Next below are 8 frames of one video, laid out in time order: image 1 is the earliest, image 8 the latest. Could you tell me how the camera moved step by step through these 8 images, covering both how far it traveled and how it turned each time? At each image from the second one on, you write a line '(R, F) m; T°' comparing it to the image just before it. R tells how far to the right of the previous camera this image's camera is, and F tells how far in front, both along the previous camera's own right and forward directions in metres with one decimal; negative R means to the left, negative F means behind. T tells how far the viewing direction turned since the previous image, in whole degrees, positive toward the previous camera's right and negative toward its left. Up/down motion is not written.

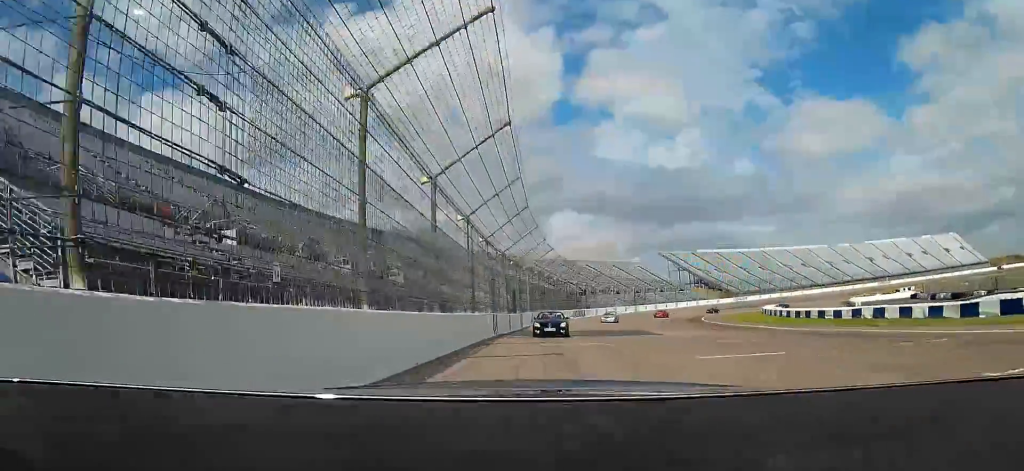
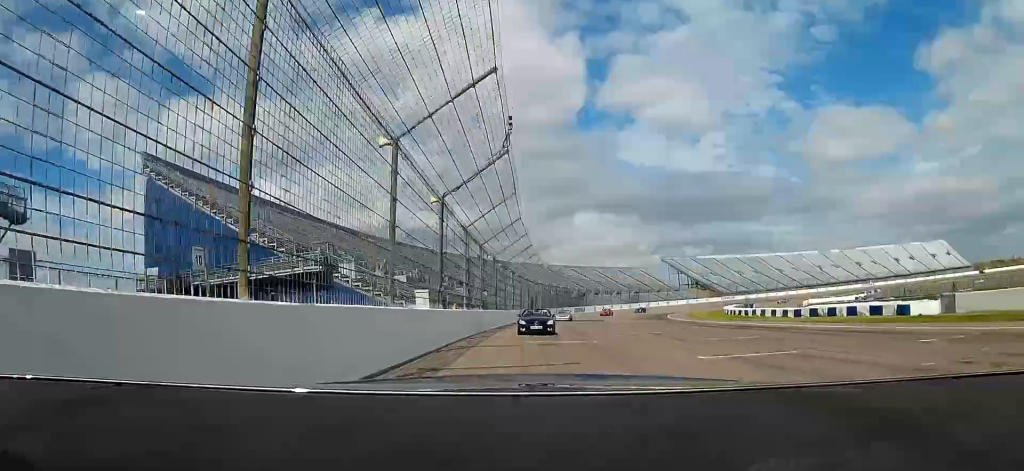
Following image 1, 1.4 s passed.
(-1.2, +32.3) m; -3°
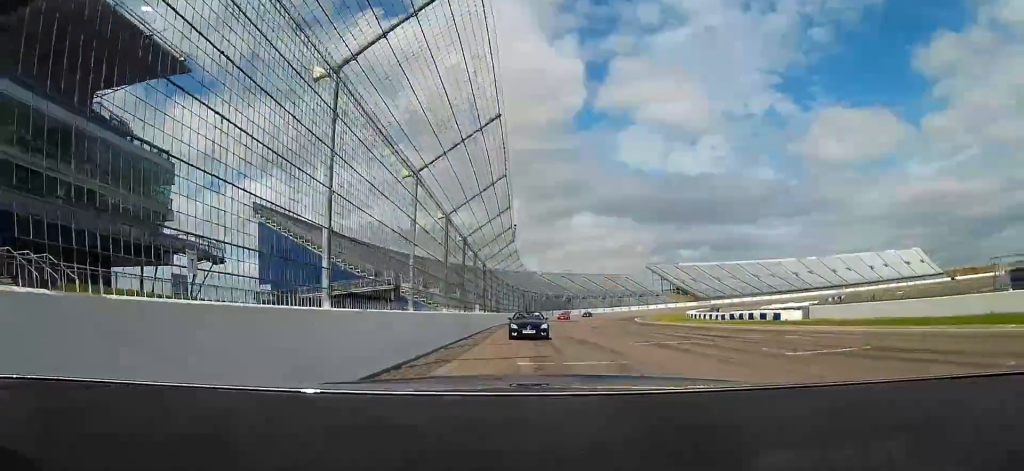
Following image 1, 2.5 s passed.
(-0.1, +25.5) m; 0°
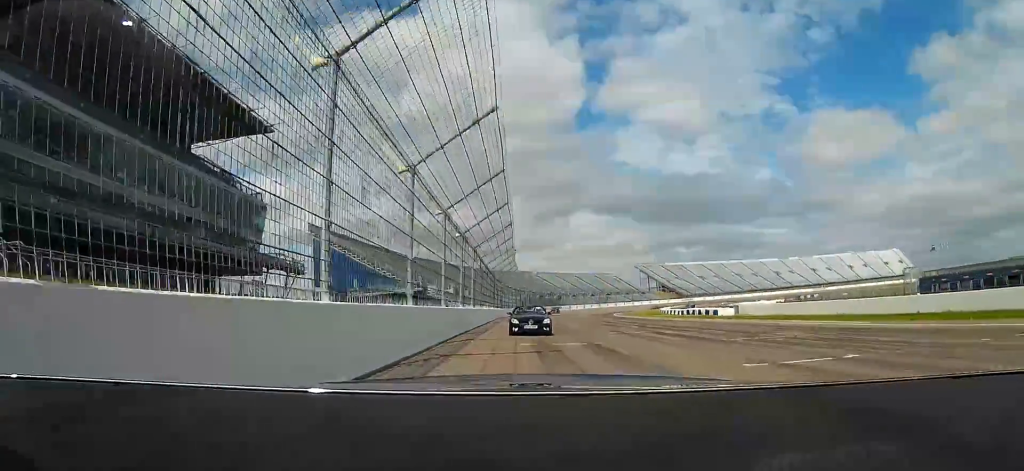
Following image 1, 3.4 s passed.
(+0.1, +22.3) m; 0°
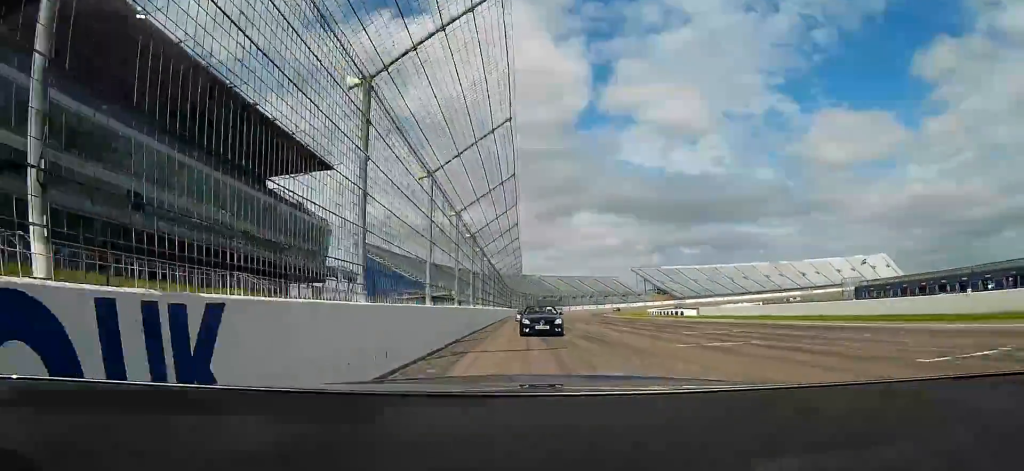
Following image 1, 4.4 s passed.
(0.0, +23.3) m; 0°
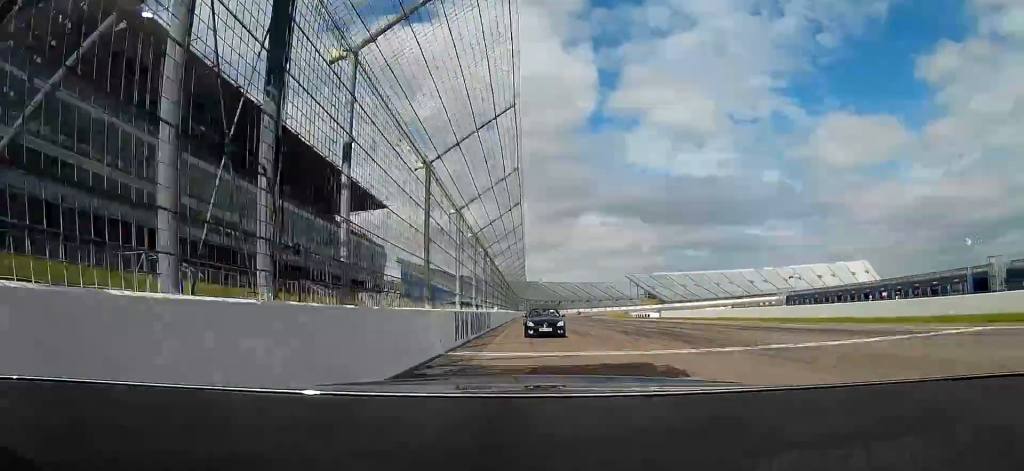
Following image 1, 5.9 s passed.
(+0.1, +35.7) m; 0°
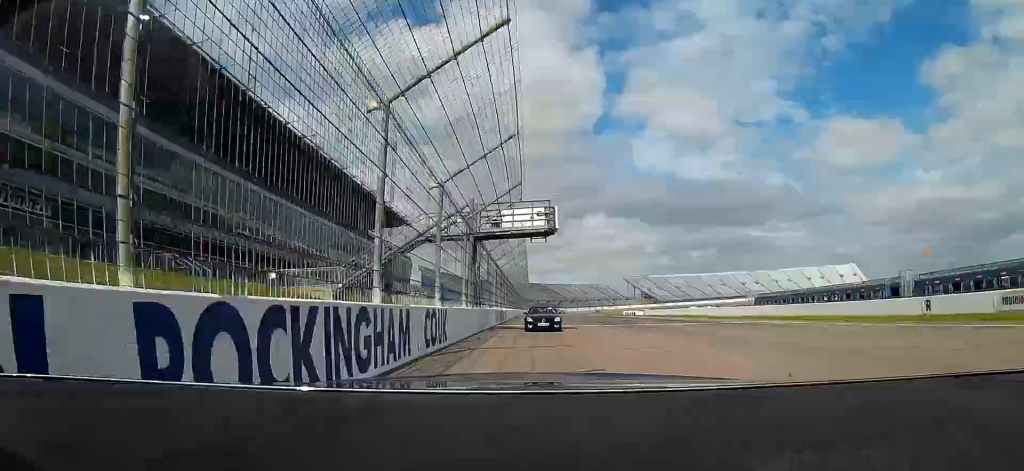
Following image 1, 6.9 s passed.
(0.0, +24.5) m; 0°
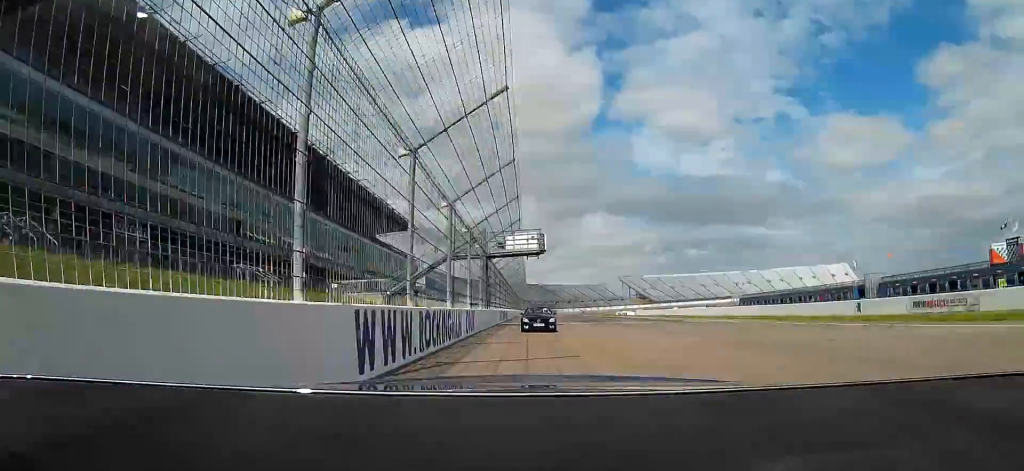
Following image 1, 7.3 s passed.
(0.0, +11.2) m; 0°
